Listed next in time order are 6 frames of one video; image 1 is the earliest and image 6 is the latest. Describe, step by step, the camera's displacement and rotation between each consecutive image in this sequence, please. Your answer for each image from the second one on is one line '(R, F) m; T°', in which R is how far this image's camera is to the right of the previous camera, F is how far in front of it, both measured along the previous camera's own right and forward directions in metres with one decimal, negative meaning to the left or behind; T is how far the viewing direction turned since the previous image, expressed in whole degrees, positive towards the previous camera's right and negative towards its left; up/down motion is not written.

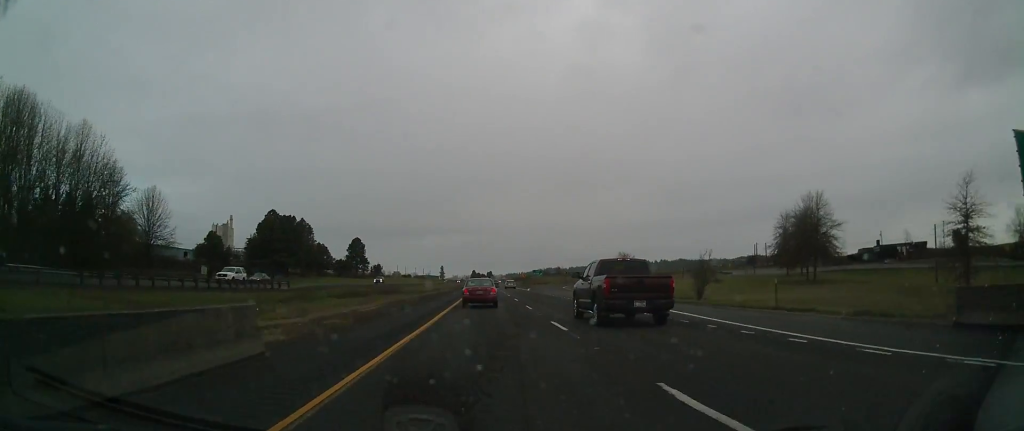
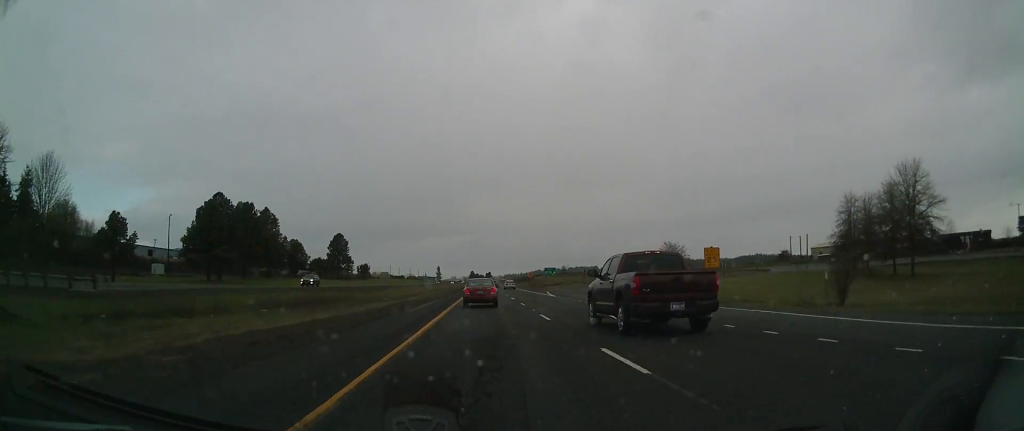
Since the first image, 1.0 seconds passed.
(-0.3, +32.6) m; 0°
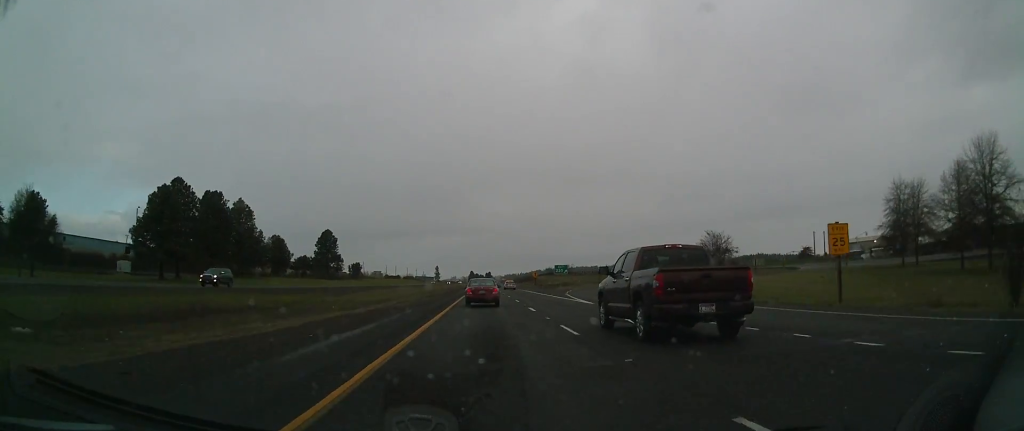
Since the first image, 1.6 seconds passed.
(0.0, +18.4) m; 0°
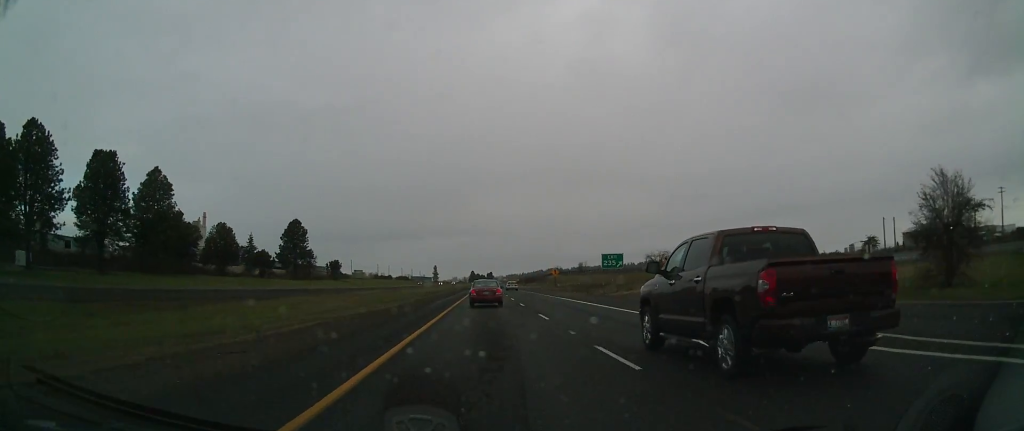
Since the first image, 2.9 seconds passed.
(+0.4, +42.1) m; 0°
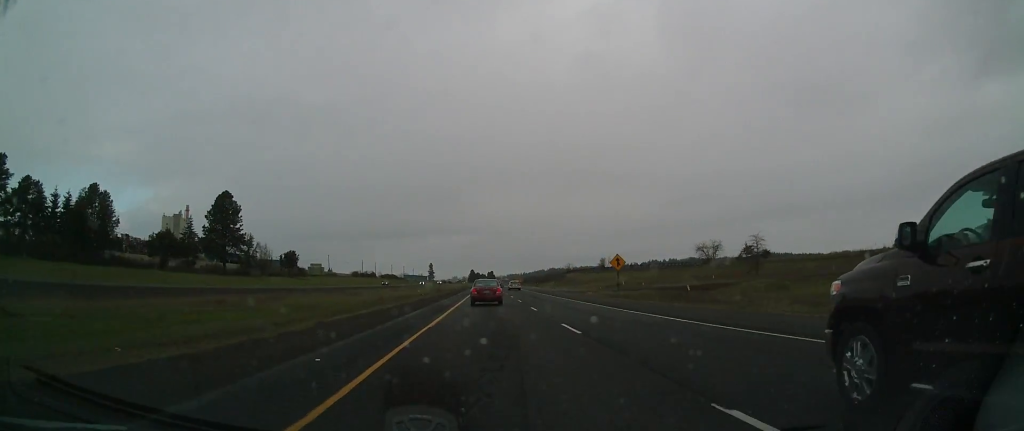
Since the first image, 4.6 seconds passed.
(-0.6, +55.0) m; -1°
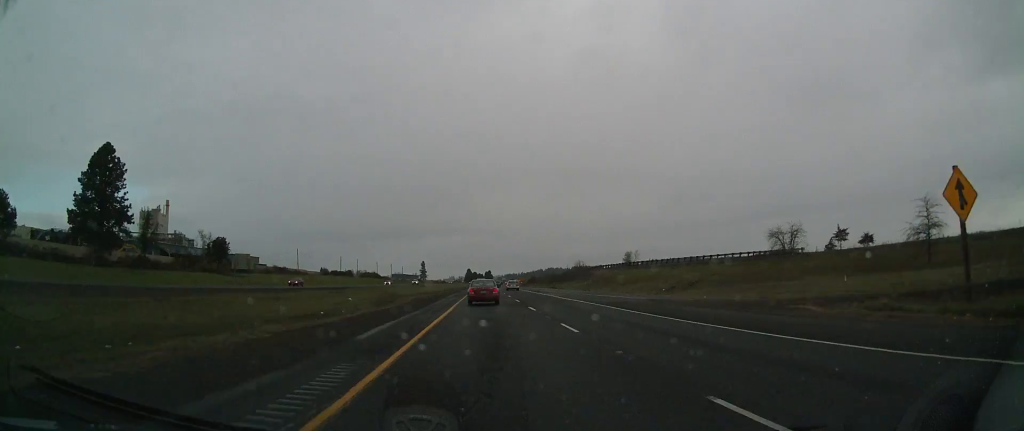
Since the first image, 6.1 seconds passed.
(0.0, +48.6) m; 0°
